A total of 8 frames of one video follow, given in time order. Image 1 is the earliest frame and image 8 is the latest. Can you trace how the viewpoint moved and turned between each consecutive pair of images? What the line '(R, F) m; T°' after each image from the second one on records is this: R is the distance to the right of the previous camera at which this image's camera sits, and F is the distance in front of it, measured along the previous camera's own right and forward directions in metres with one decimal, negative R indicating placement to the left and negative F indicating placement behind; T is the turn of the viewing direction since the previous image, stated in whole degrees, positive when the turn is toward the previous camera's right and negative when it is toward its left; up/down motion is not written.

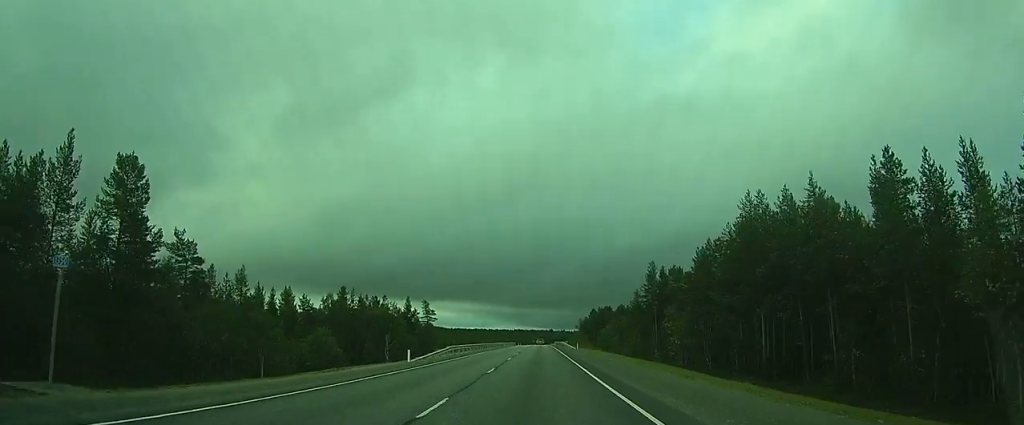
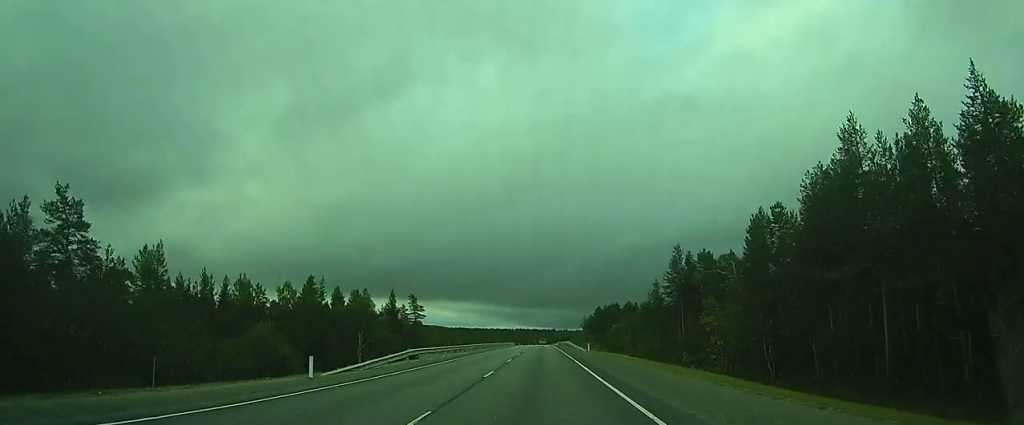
(+0.1, +13.9) m; 0°
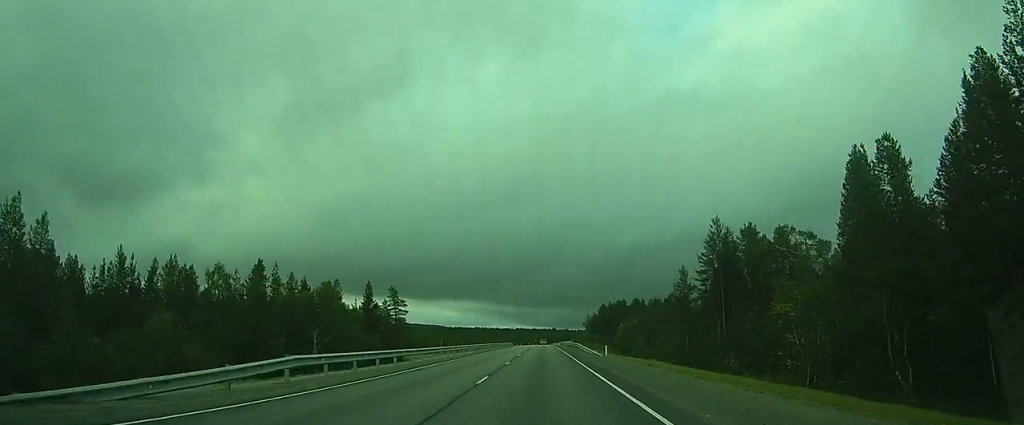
(0.0, +14.6) m; 0°
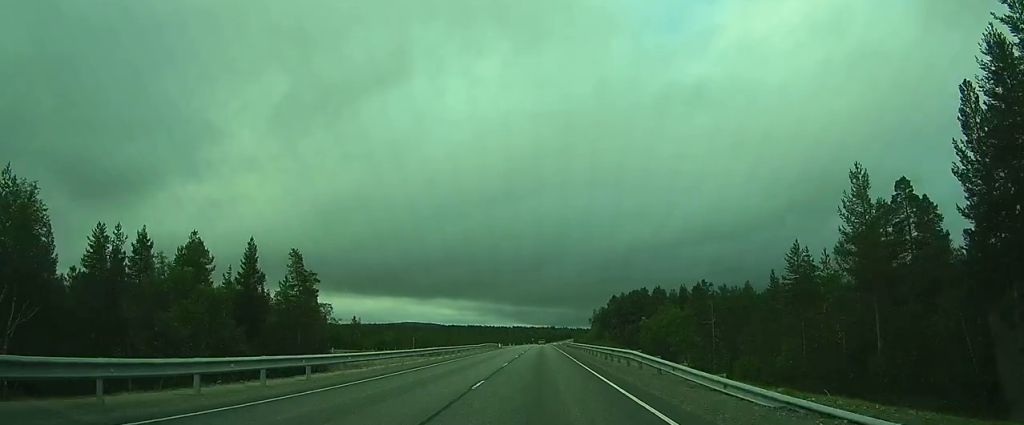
(-0.2, +36.9) m; 0°
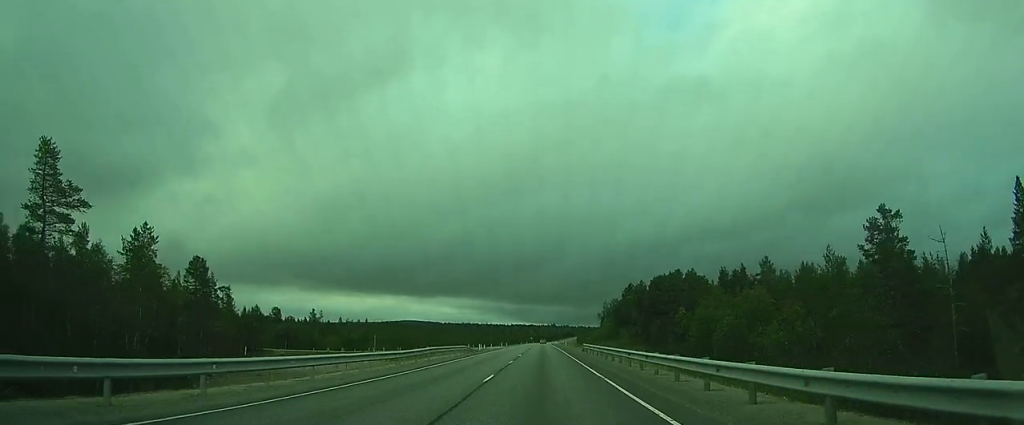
(+0.1, +32.2) m; 0°
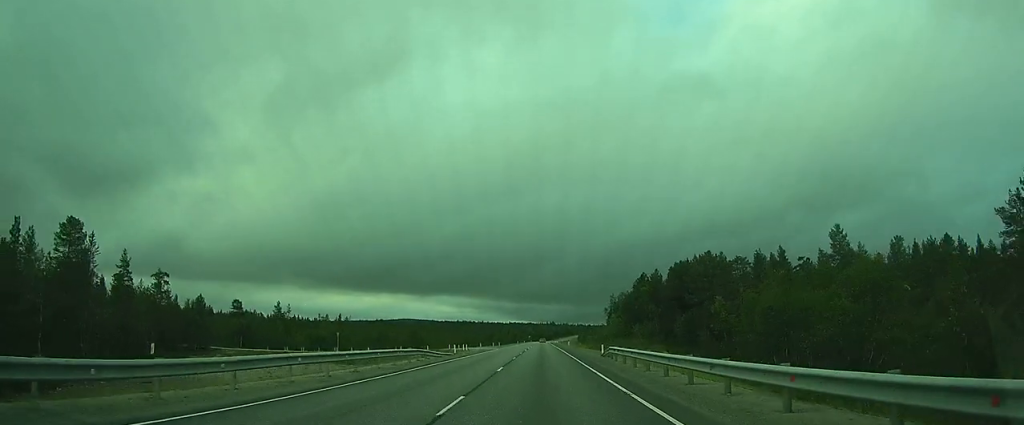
(0.0, +19.2) m; 0°
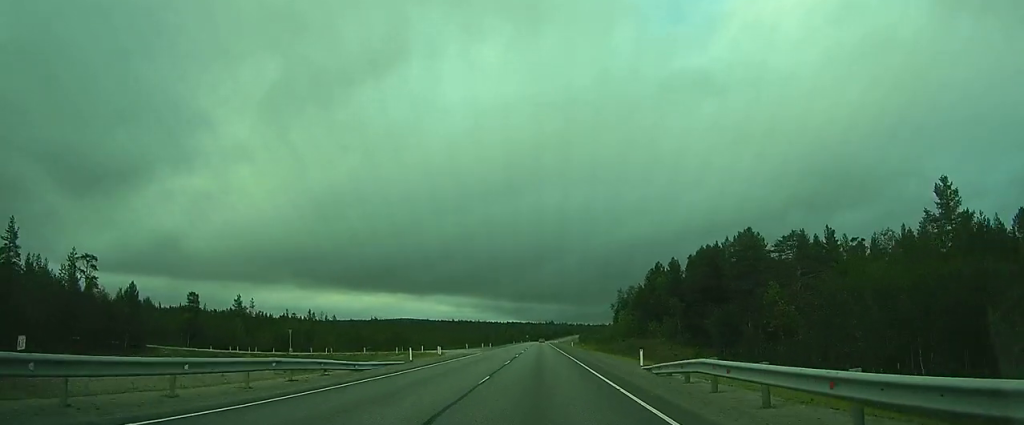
(0.0, +17.0) m; 0°
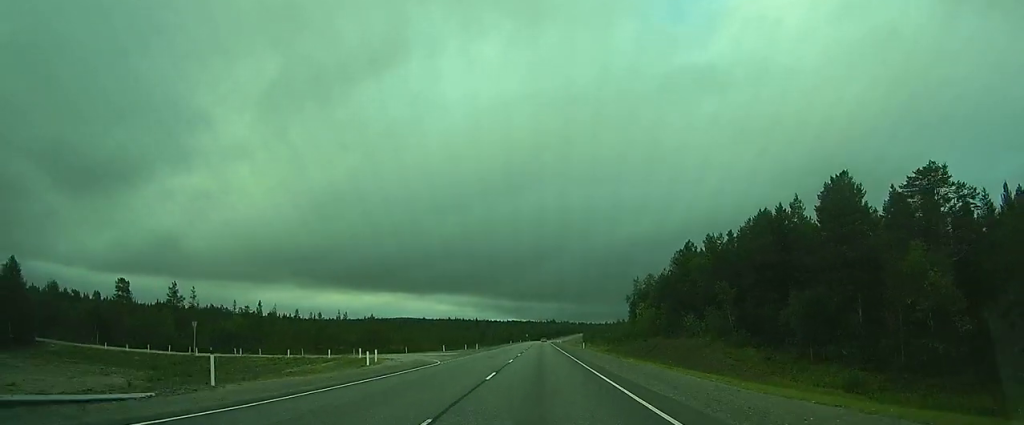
(+0.1, +21.6) m; 0°
